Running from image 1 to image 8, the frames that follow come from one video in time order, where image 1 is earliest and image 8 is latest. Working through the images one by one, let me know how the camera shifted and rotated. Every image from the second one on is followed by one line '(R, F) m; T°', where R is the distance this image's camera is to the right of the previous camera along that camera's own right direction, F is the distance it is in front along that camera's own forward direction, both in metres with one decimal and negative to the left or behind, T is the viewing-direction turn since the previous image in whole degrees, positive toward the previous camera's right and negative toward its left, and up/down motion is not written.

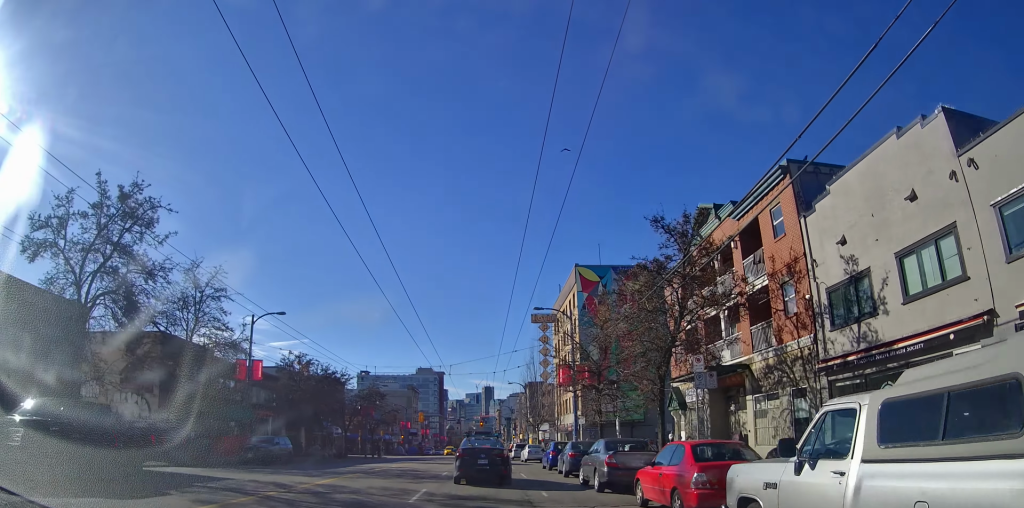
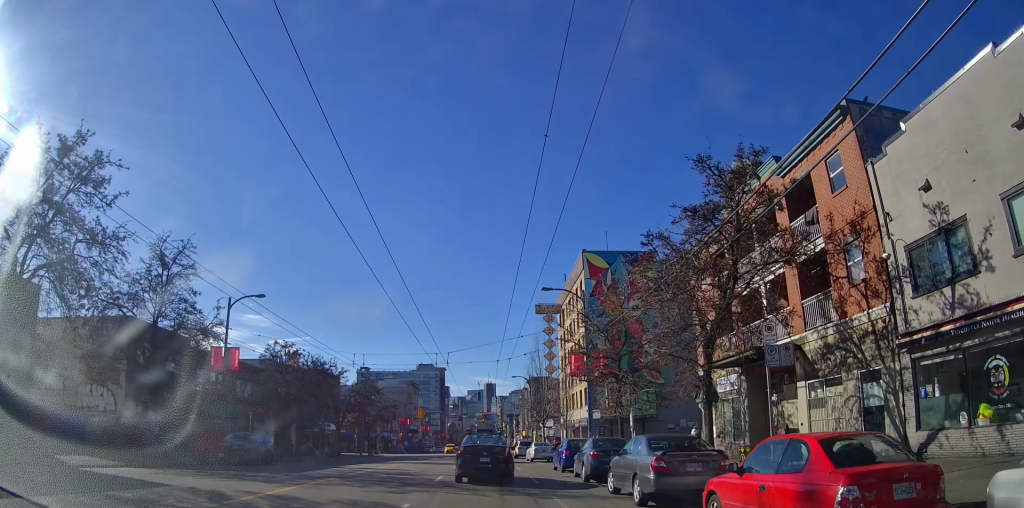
(-0.2, +4.1) m; -2°
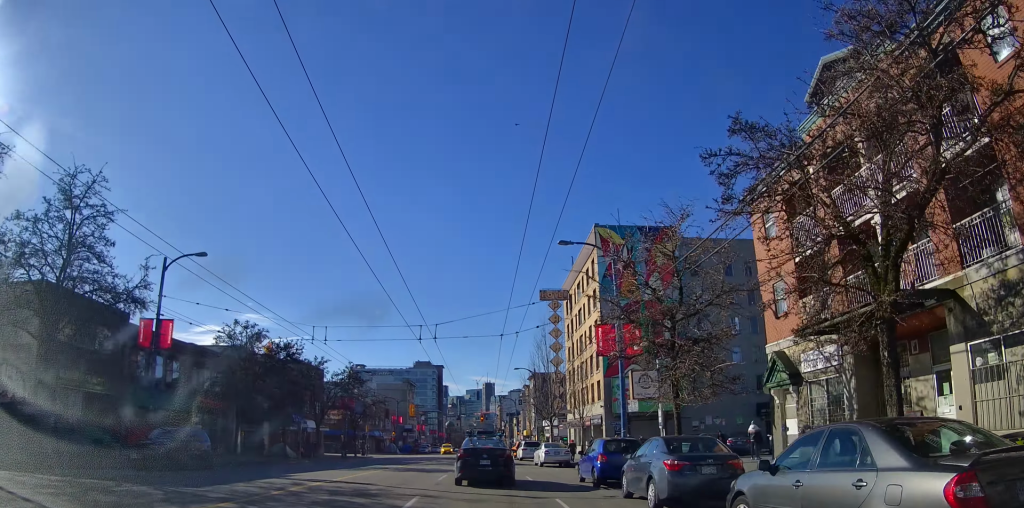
(-0.1, +7.6) m; 0°
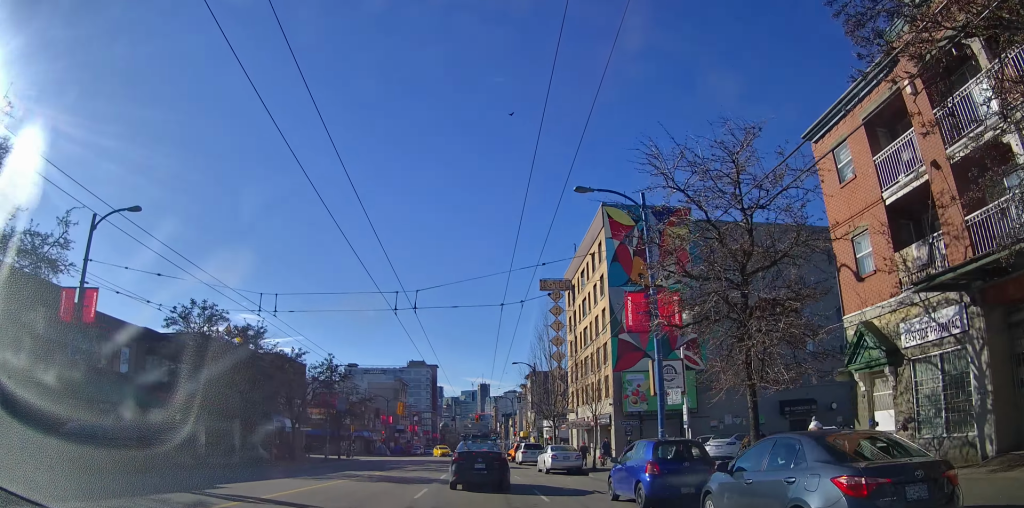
(0.0, +5.5) m; 0°
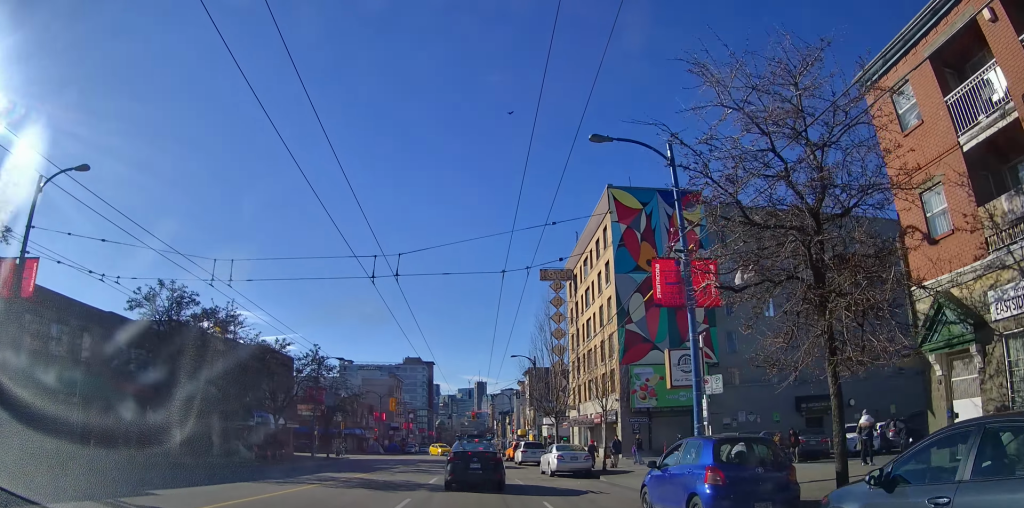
(0.0, +3.3) m; 0°
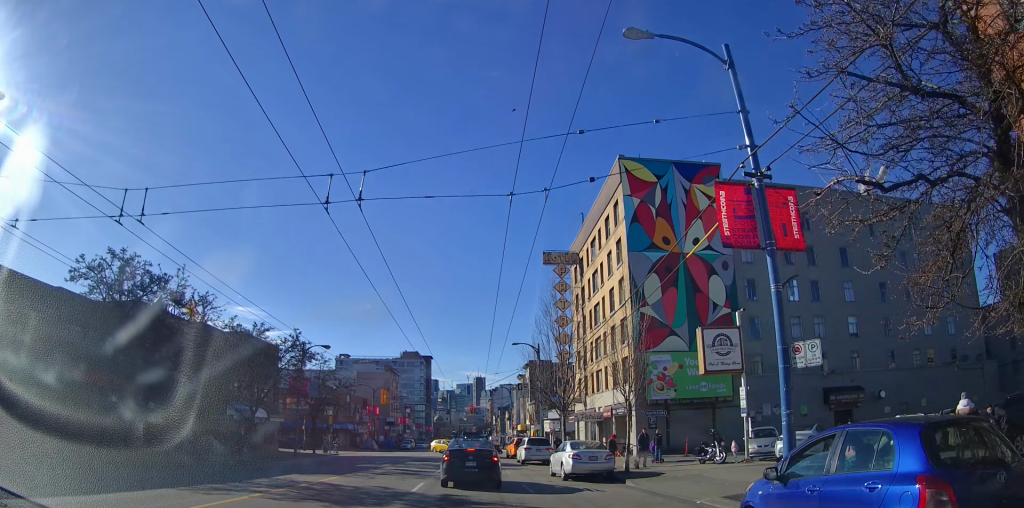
(0.0, +4.5) m; 0°
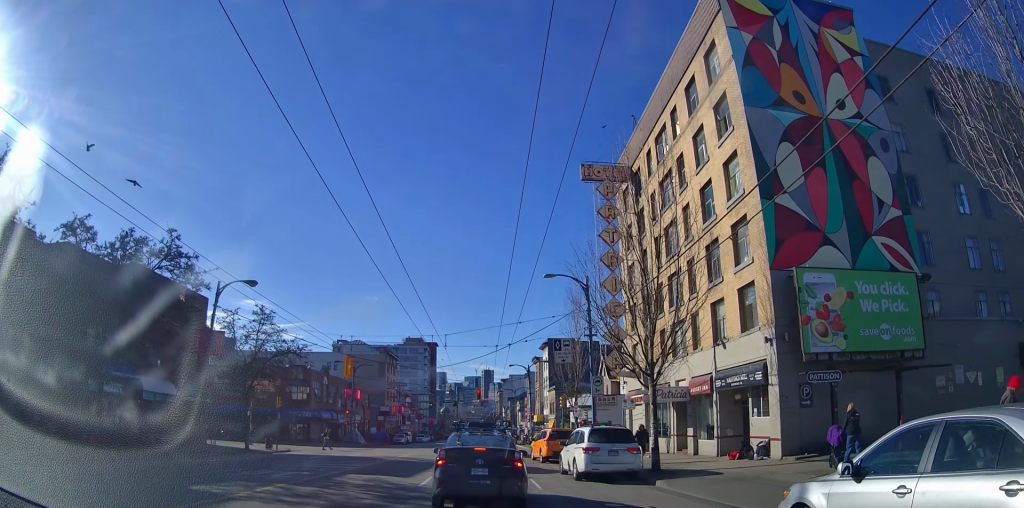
(0.0, +19.2) m; 0°
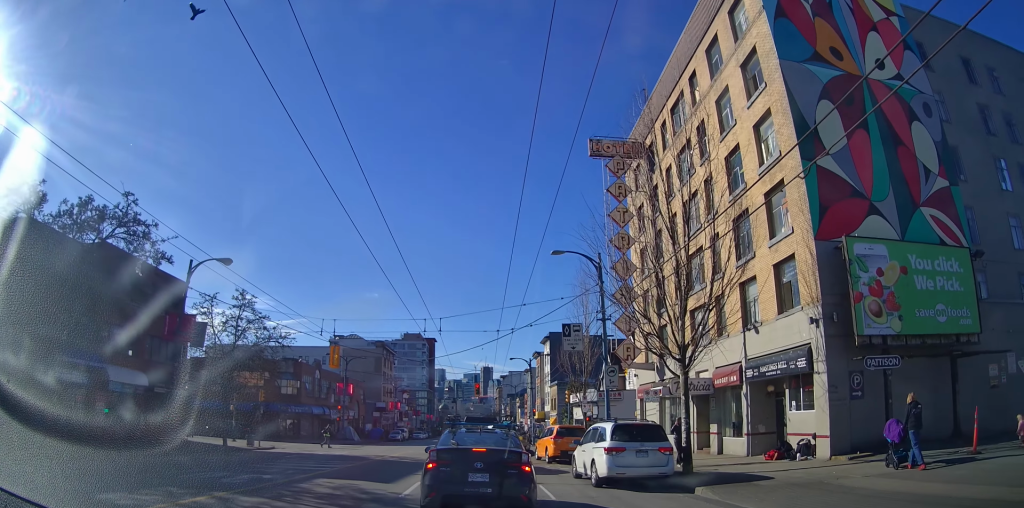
(0.0, +4.5) m; 0°
